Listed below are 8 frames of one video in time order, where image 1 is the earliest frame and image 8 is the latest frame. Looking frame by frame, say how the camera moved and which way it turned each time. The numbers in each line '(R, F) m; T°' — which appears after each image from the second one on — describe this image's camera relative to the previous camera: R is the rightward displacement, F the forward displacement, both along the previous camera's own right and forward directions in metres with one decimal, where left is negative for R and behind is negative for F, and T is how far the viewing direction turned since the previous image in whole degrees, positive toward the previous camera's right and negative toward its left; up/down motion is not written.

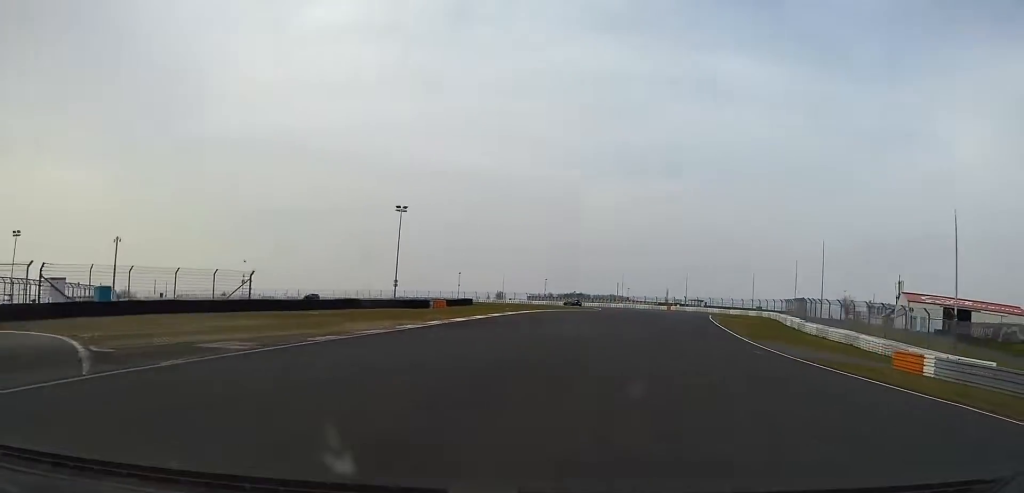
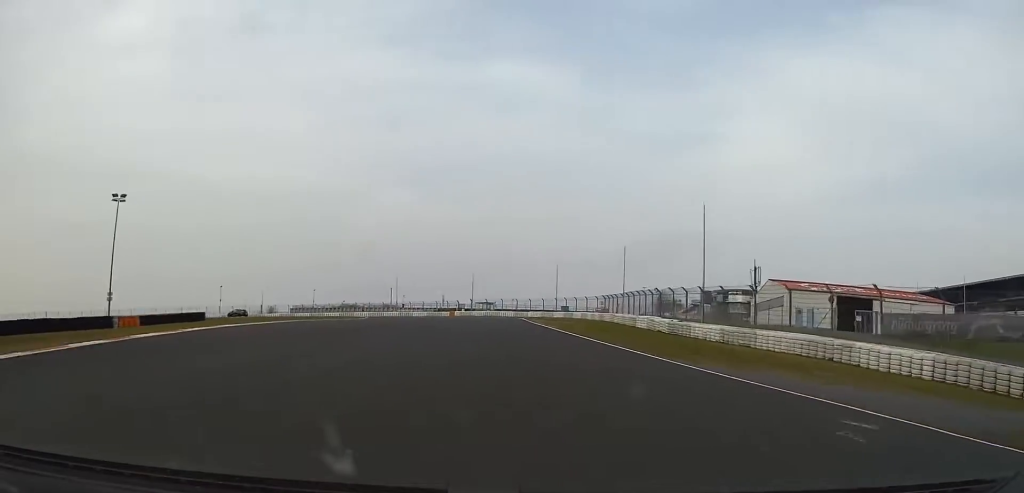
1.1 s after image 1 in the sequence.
(+4.2, +26.4) m; +13°
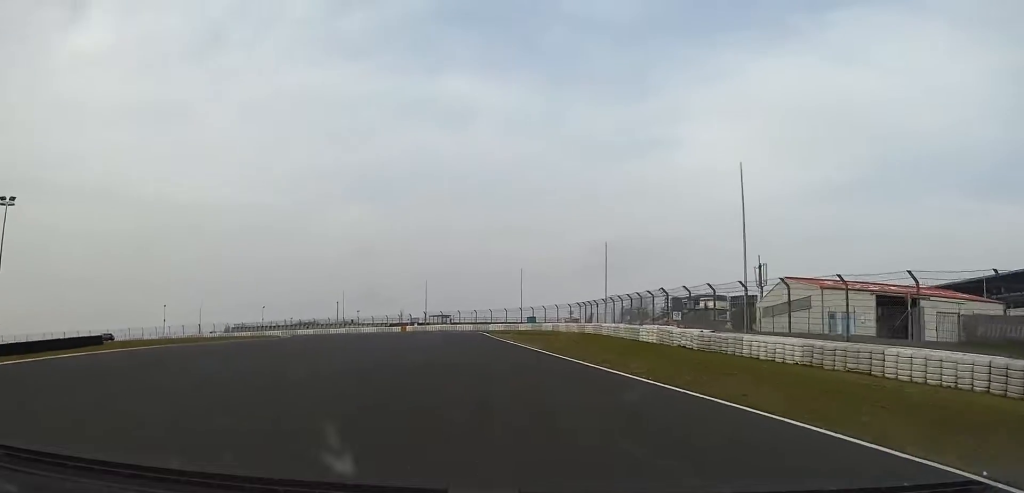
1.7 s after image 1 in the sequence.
(+0.8, +16.0) m; +1°
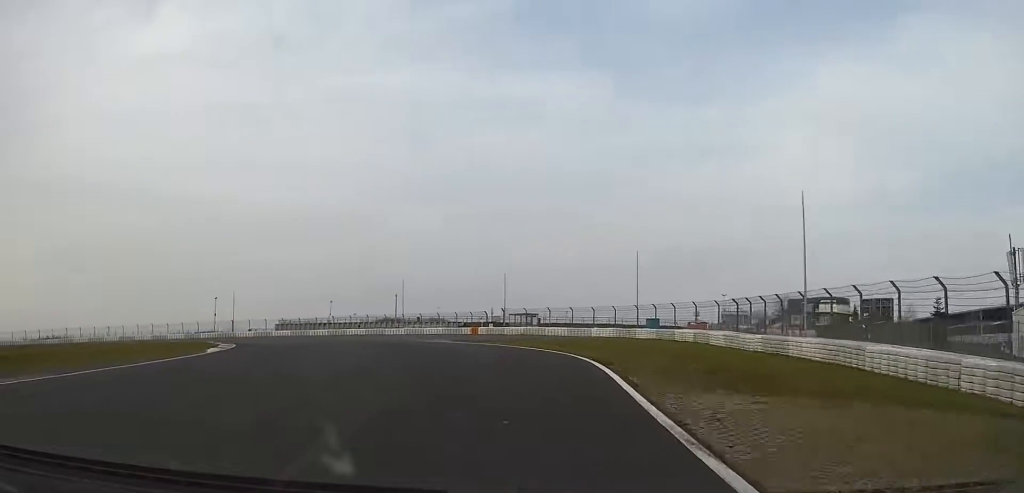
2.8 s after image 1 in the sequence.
(-0.6, +31.5) m; -7°
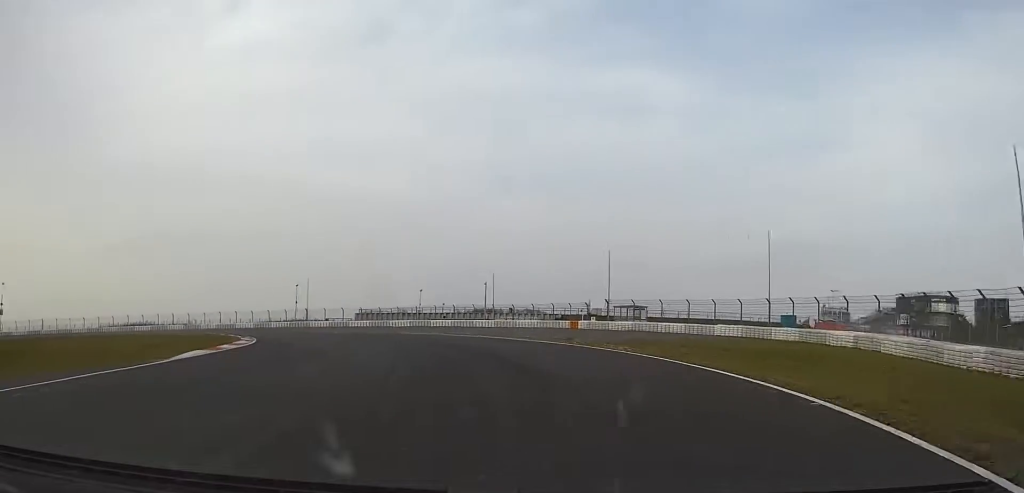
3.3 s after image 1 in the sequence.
(+0.2, +12.9) m; -5°
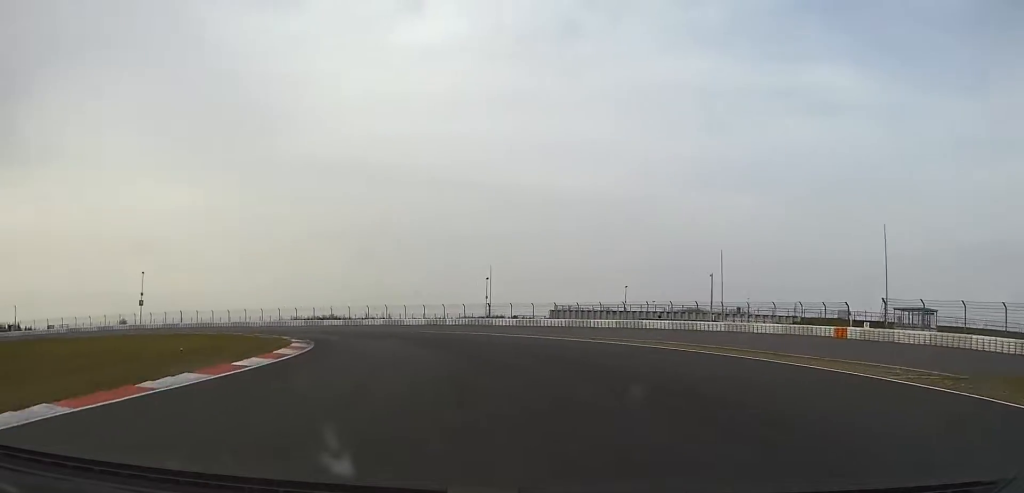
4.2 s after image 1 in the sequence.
(-2.9, +24.6) m; -15°
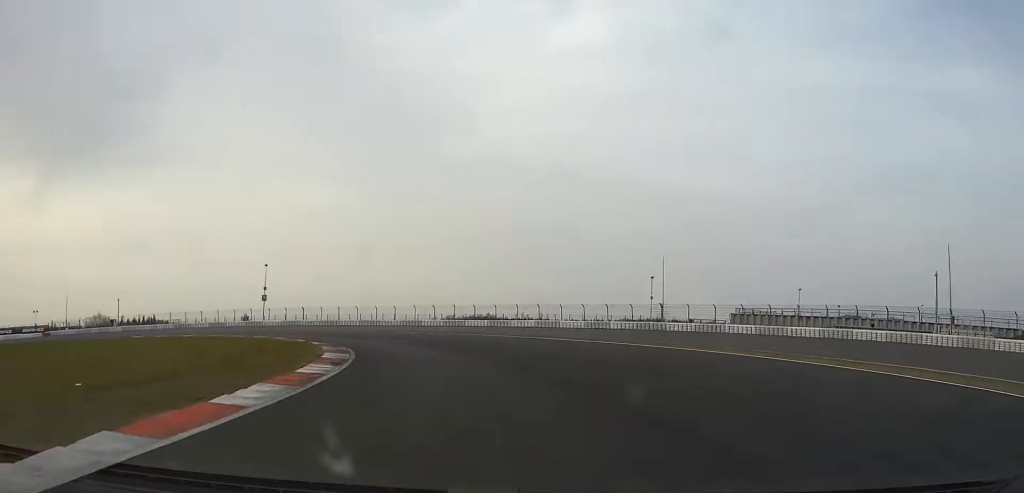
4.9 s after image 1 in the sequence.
(-2.8, +18.1) m; -13°
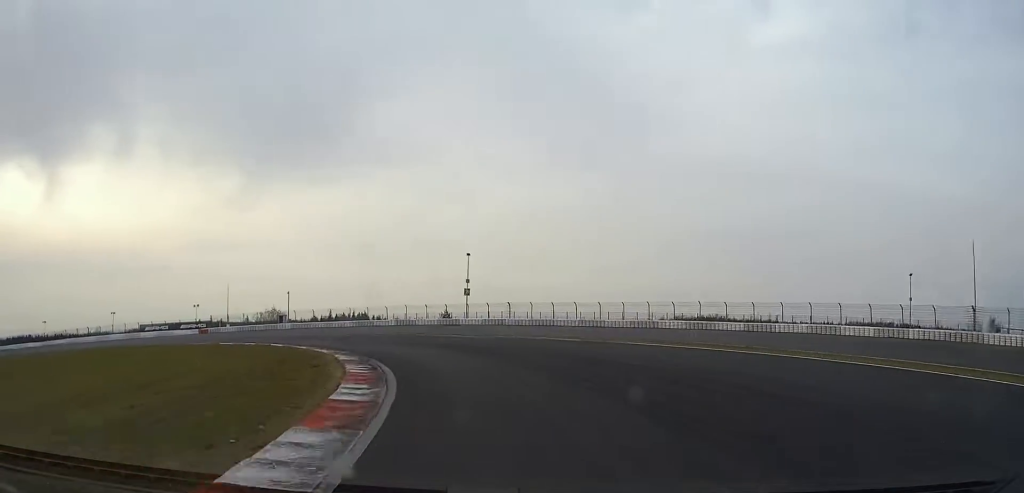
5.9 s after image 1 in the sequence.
(-4.1, +25.4) m; -18°
